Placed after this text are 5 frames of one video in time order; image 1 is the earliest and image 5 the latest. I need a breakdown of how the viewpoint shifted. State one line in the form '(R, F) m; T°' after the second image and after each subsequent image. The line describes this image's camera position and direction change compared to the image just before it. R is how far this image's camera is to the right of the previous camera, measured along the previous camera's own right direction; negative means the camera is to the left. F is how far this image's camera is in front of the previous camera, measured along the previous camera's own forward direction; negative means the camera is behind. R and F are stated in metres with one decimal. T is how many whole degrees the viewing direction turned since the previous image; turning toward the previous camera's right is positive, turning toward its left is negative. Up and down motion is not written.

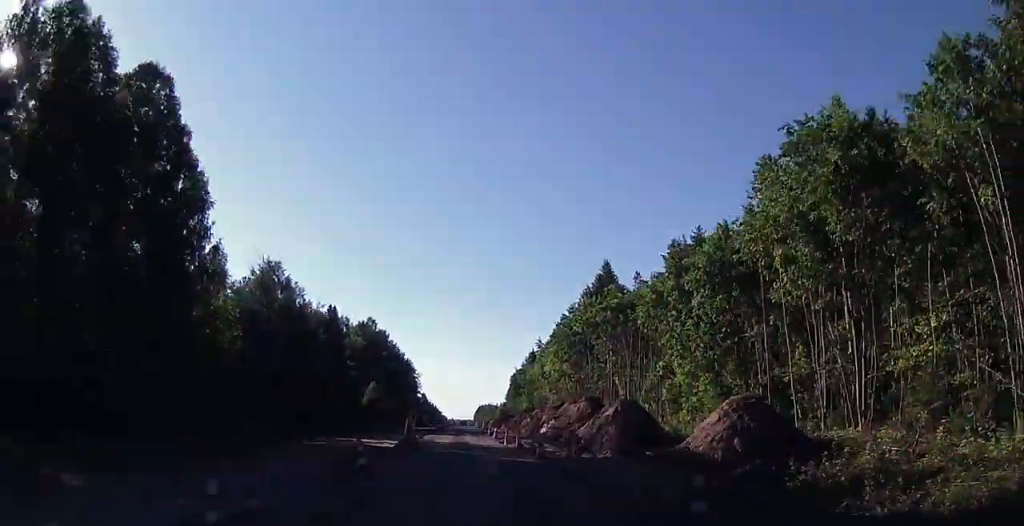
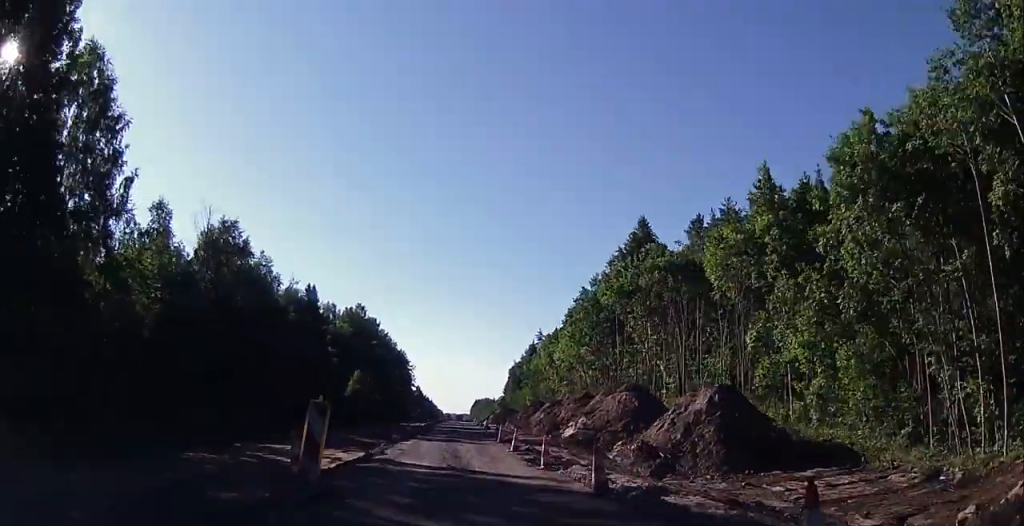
(-0.1, +13.9) m; -1°
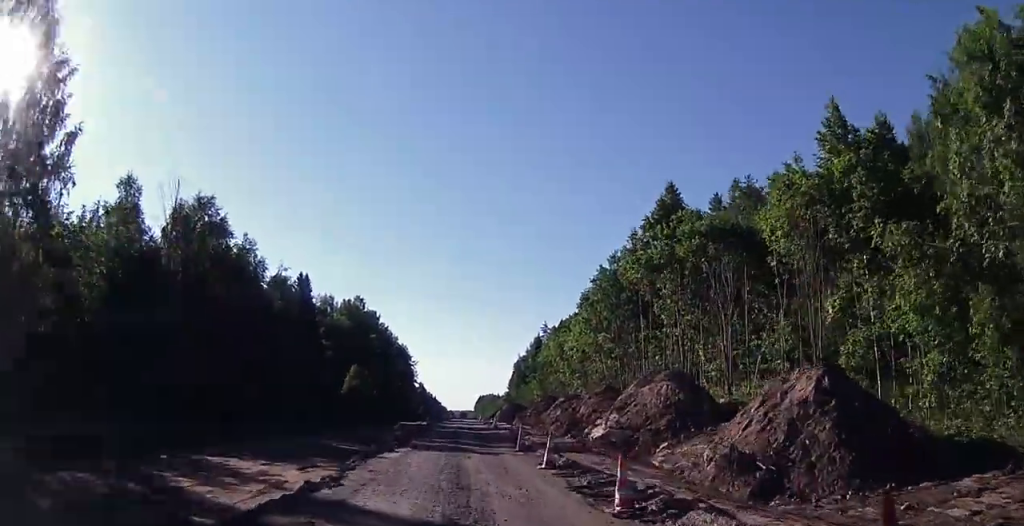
(0.0, +6.6) m; 0°
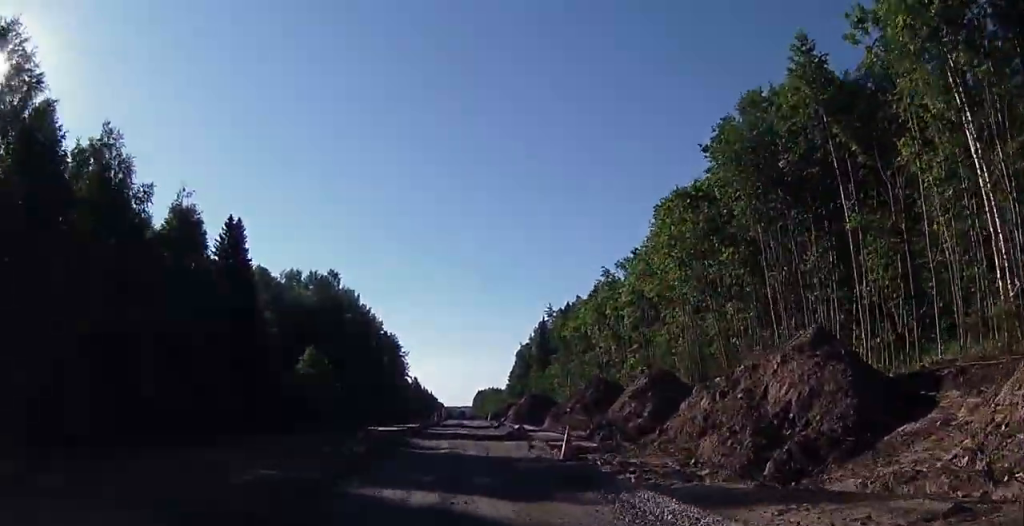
(-0.2, +28.0) m; 0°
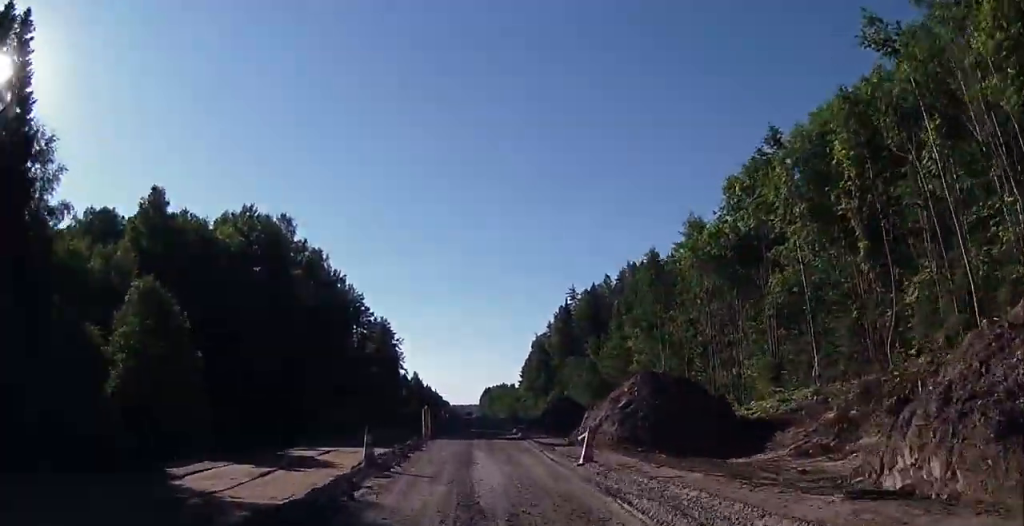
(-0.8, +40.0) m; -2°
